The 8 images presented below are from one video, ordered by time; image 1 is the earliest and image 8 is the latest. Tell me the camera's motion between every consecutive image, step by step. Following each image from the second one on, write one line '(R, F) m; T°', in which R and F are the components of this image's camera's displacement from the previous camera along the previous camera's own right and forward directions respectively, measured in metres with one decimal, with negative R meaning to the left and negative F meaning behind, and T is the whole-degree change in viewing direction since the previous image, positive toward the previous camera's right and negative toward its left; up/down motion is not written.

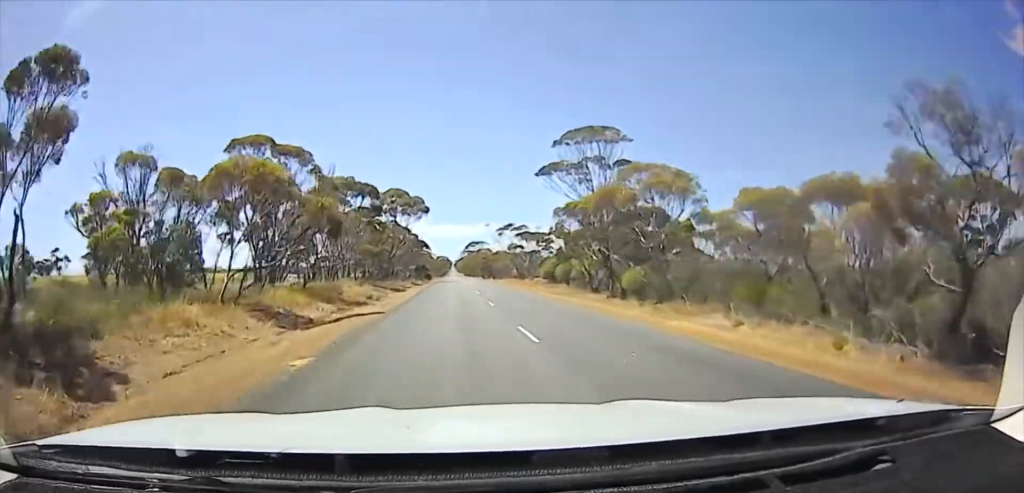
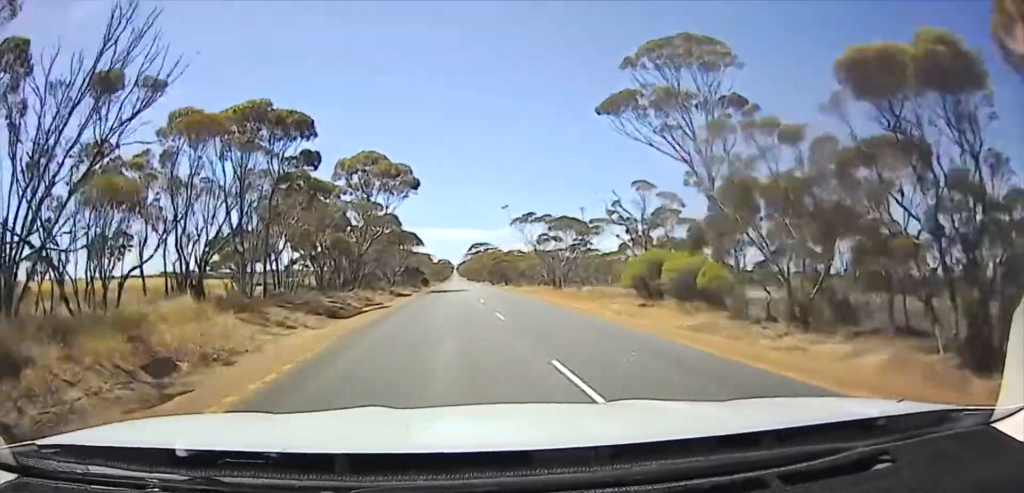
(-0.1, +26.8) m; 0°
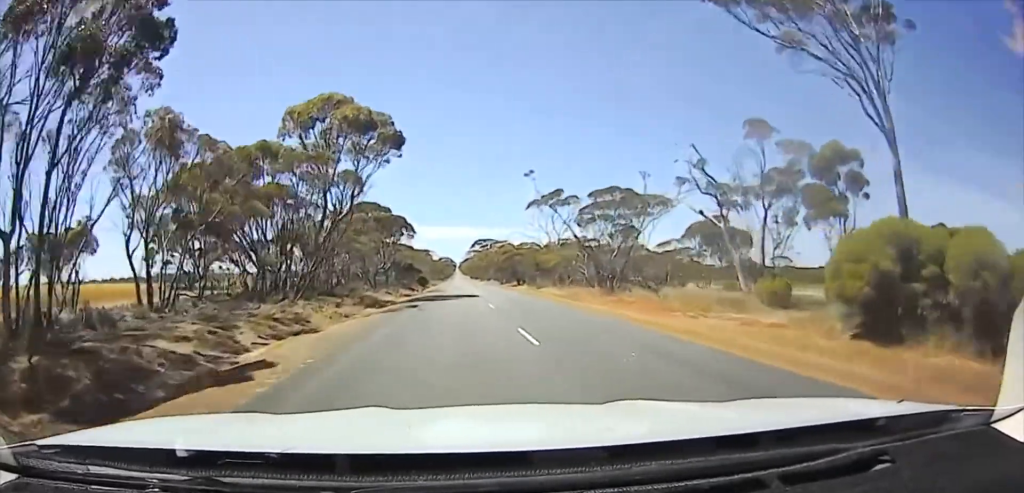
(0.0, +17.5) m; 0°
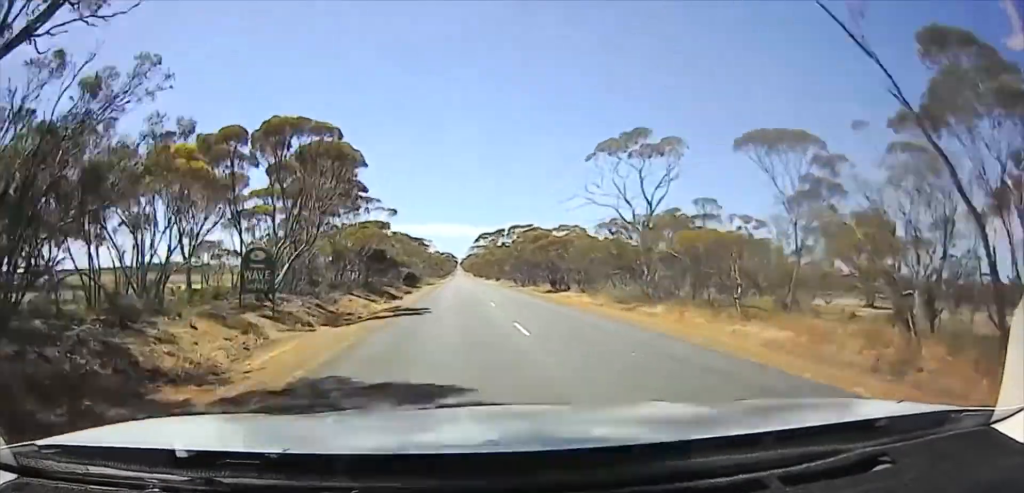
(0.0, +30.4) m; 0°
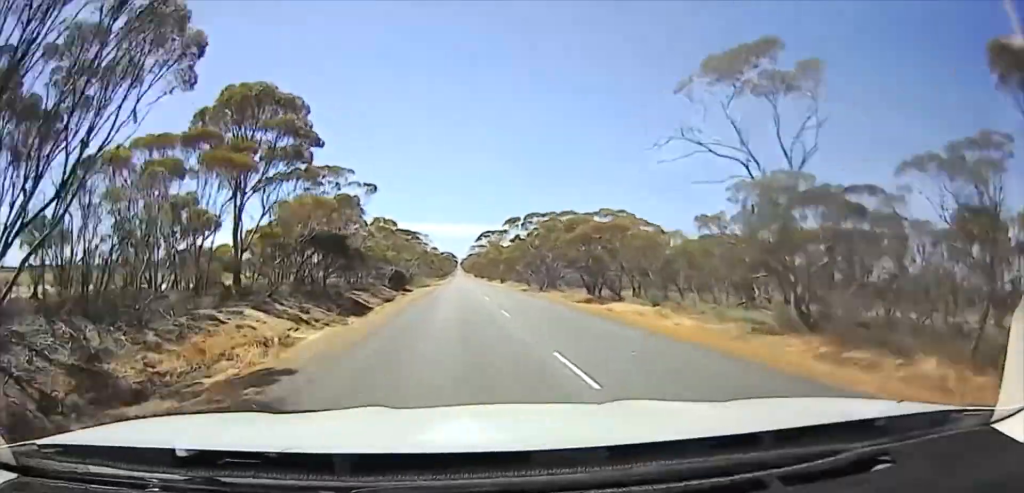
(0.0, +17.6) m; 0°
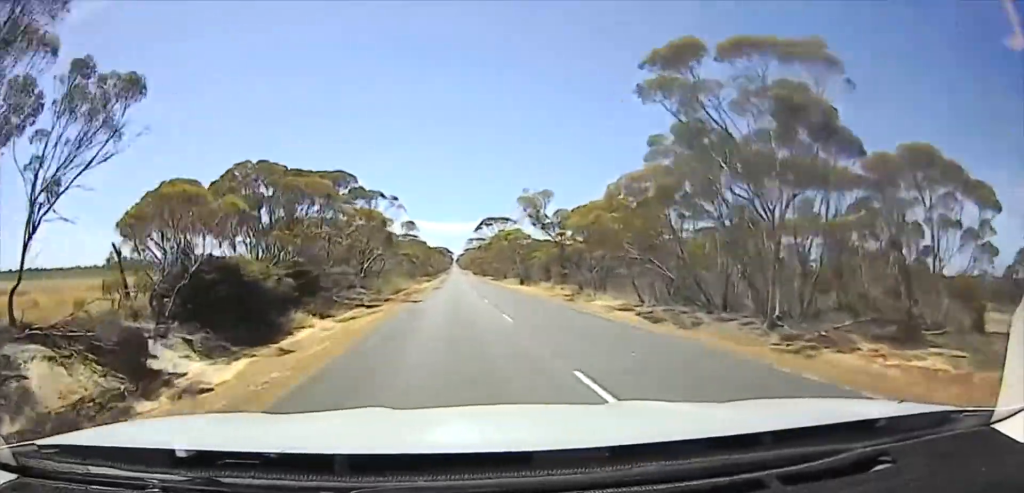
(0.0, +48.2) m; 0°
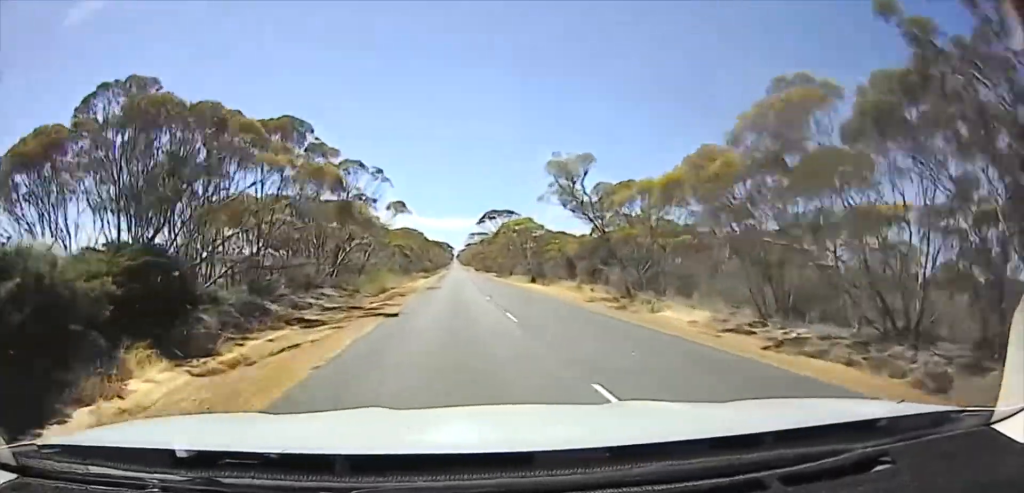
(0.0, +13.1) m; 0°
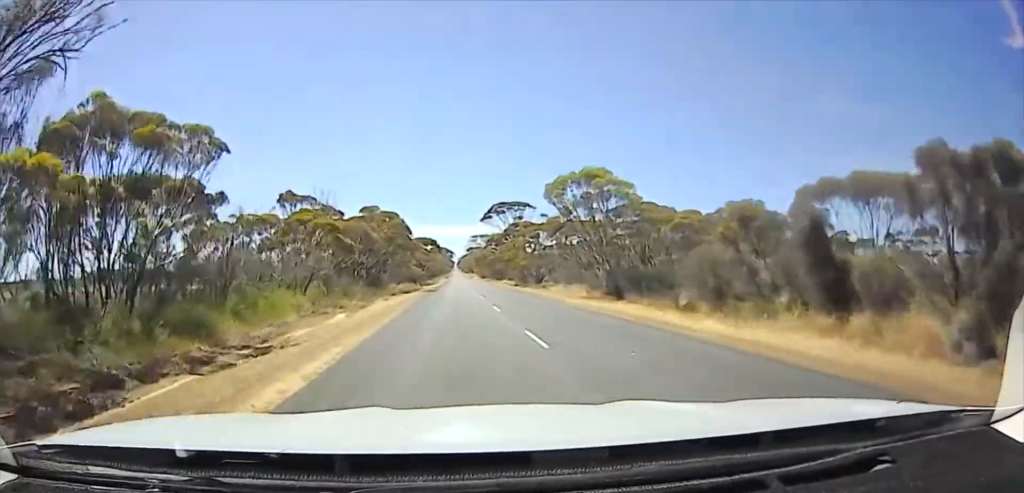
(0.0, +43.4) m; 0°
